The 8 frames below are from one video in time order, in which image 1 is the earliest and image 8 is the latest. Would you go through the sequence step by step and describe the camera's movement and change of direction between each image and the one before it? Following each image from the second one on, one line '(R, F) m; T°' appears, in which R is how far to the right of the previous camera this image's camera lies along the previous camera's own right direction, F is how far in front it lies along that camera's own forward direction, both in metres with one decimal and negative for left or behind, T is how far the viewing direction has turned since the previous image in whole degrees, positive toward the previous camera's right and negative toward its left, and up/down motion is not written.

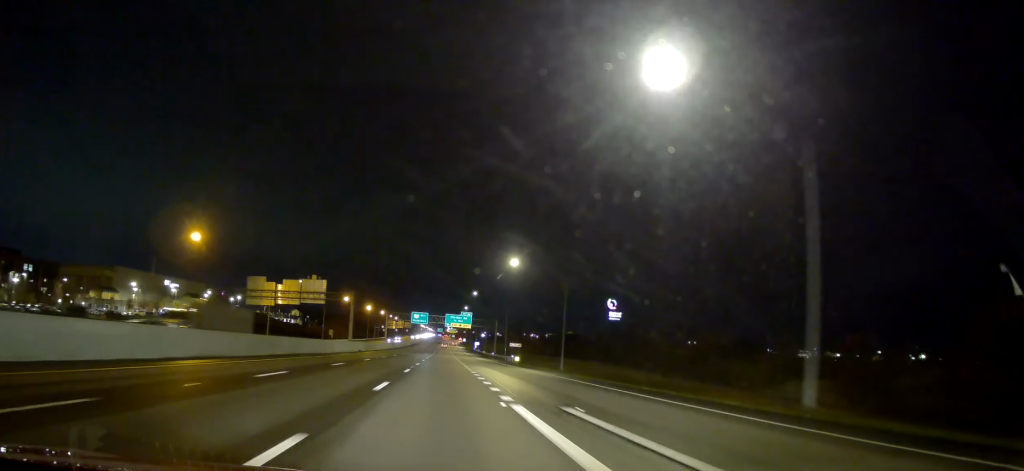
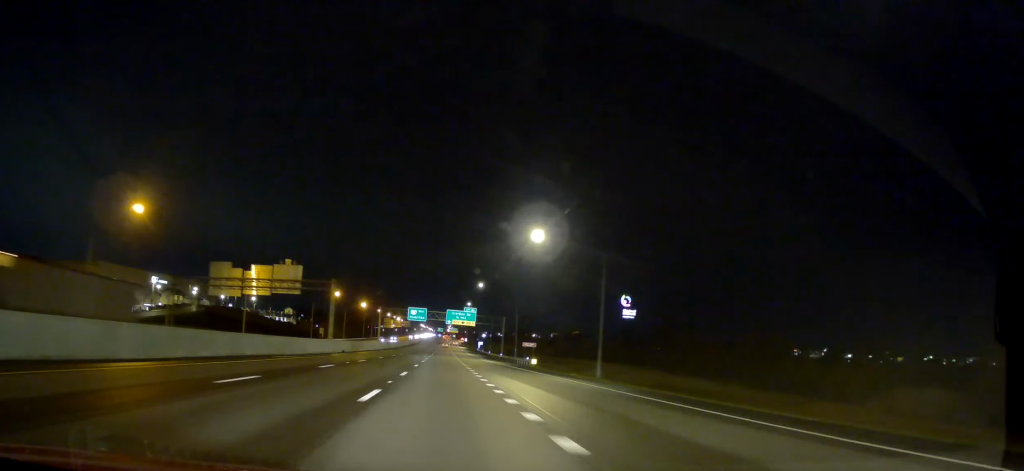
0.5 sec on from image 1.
(+0.3, +15.3) m; 0°
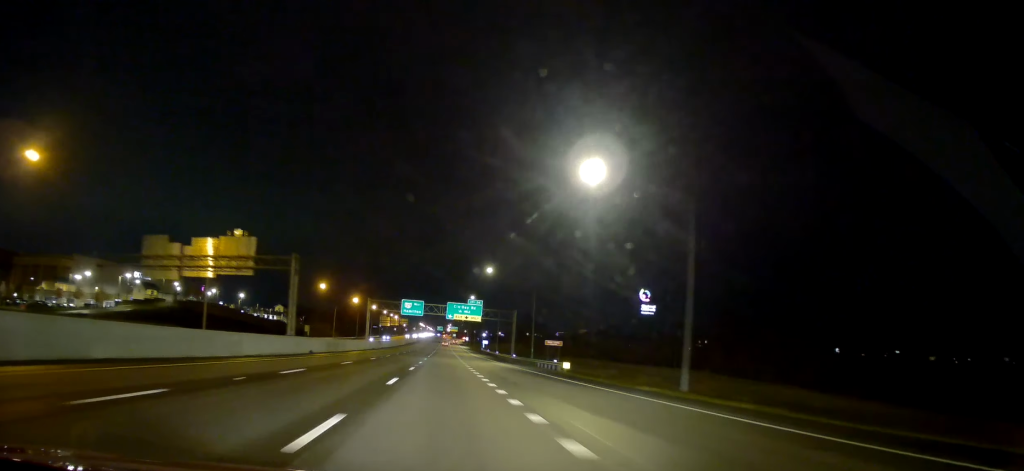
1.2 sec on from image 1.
(-0.3, +18.4) m; -1°
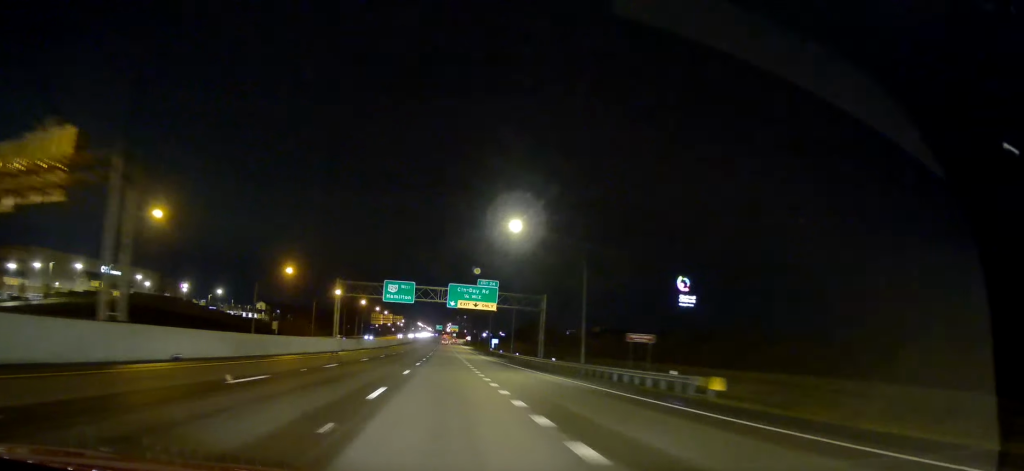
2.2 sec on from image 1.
(-0.2, +30.3) m; -1°
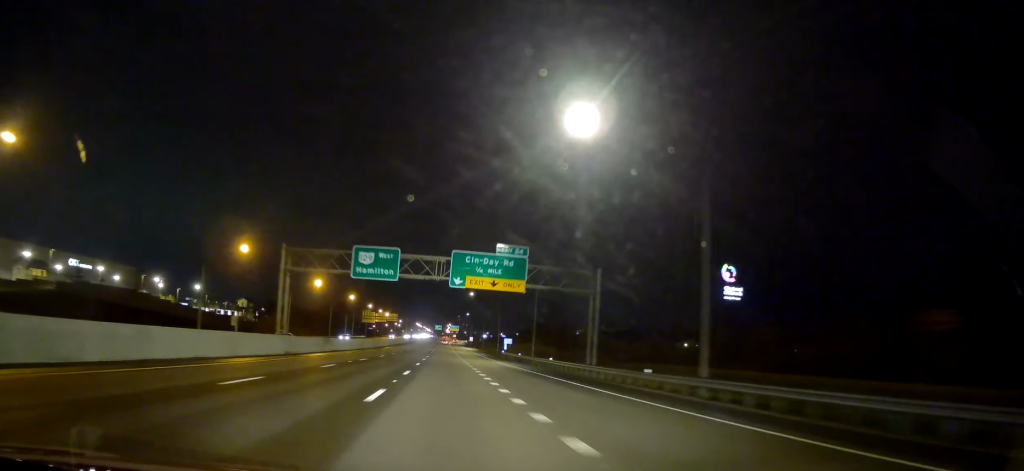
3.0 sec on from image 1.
(-0.3, +24.8) m; 0°
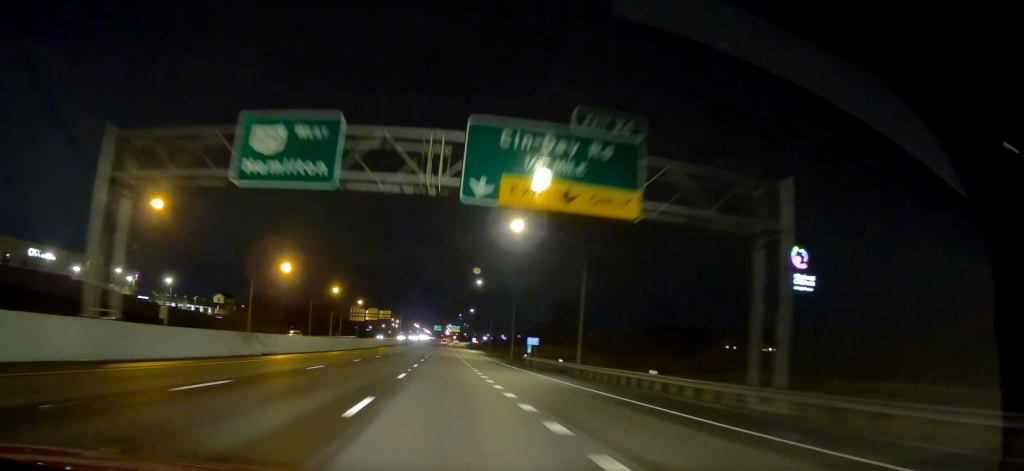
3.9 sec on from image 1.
(0.0, +27.1) m; 0°
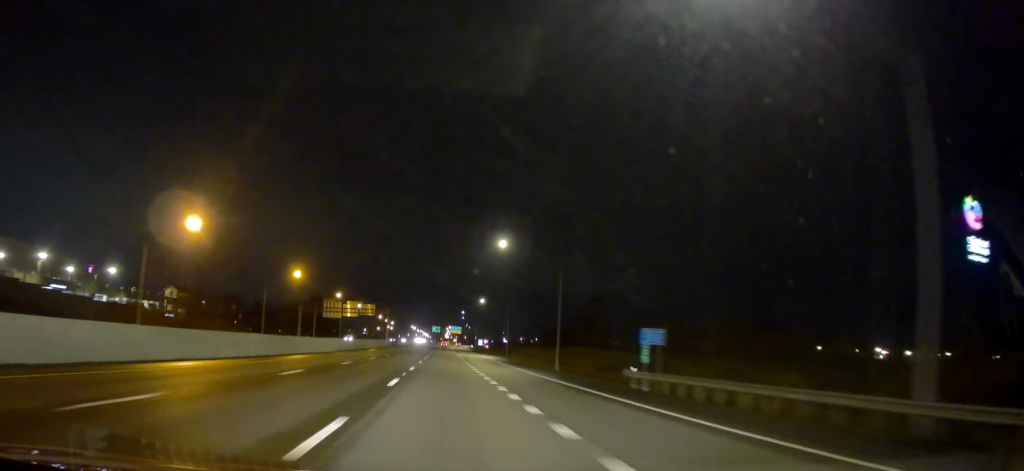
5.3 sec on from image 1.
(+0.4, +40.7) m; +1°
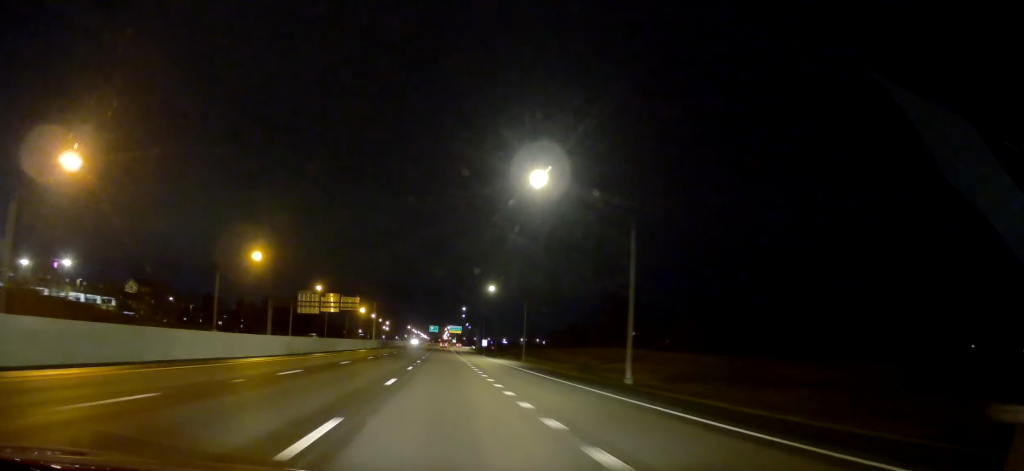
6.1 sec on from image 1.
(0.0, +24.6) m; 0°
